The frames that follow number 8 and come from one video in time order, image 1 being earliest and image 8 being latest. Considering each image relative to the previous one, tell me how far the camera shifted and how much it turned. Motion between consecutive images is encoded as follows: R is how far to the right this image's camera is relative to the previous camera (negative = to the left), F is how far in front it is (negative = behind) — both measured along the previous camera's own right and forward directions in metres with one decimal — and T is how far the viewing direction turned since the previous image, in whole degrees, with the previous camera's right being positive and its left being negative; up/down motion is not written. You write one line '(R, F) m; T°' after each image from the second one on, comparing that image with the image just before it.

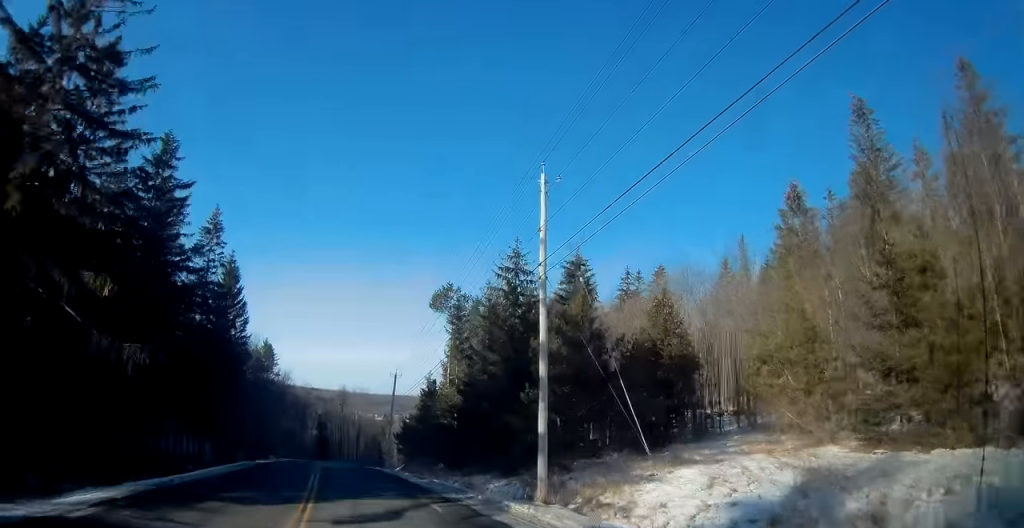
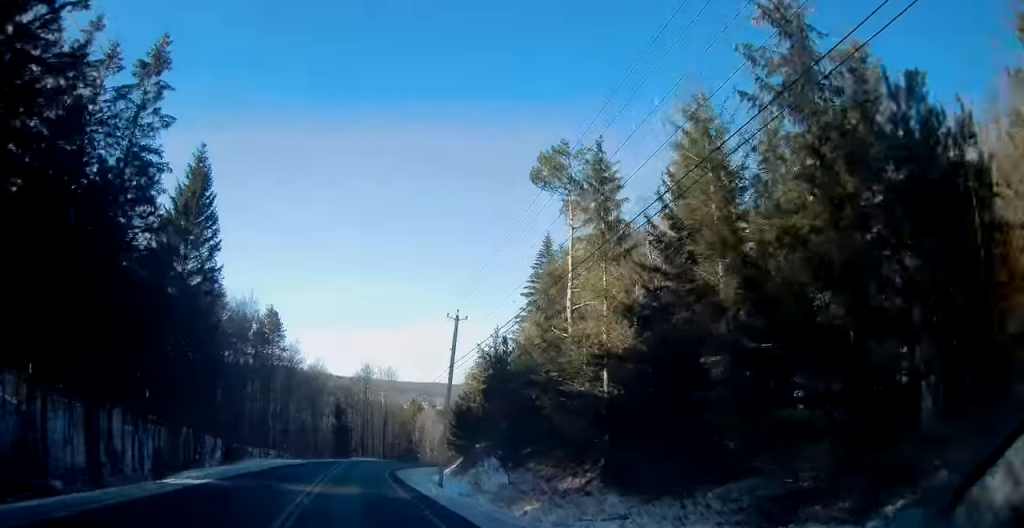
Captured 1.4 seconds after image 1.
(-0.7, +25.7) m; -2°
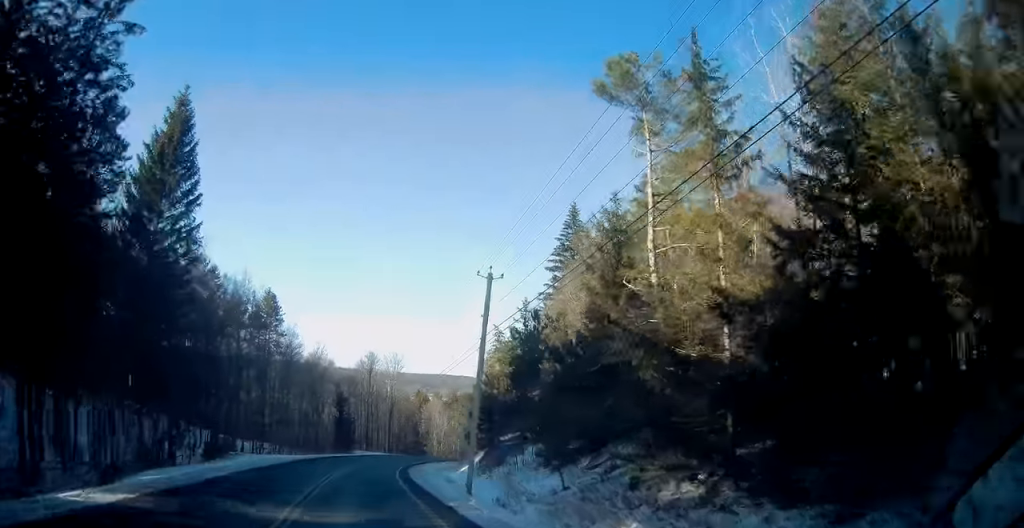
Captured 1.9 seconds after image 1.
(0.0, +7.7) m; -1°
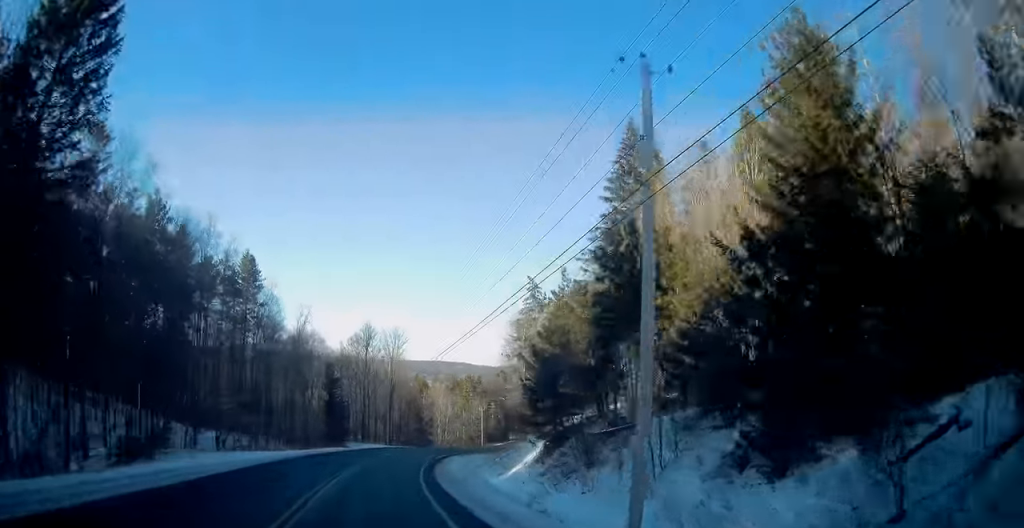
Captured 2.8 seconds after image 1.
(-0.2, +16.6) m; -1°
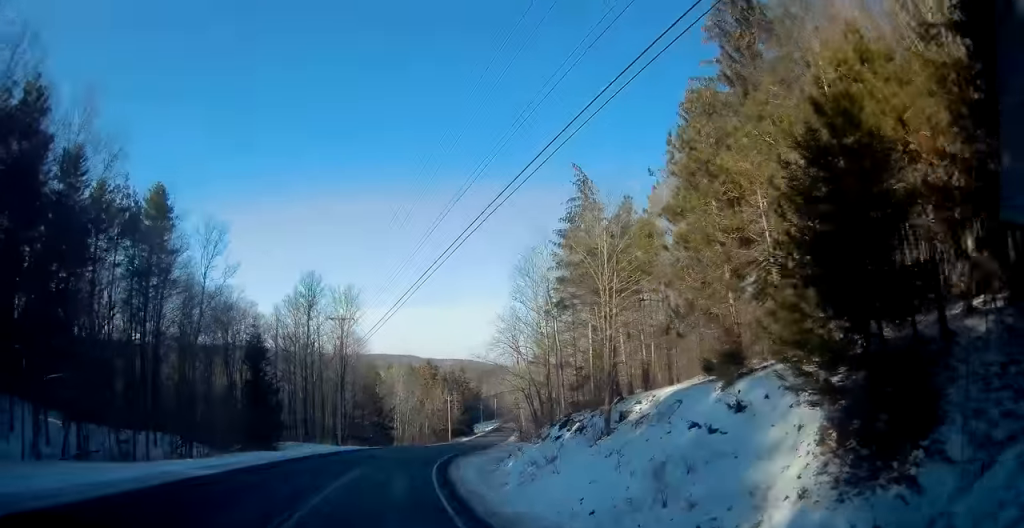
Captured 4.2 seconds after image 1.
(+0.4, +23.4) m; +5°
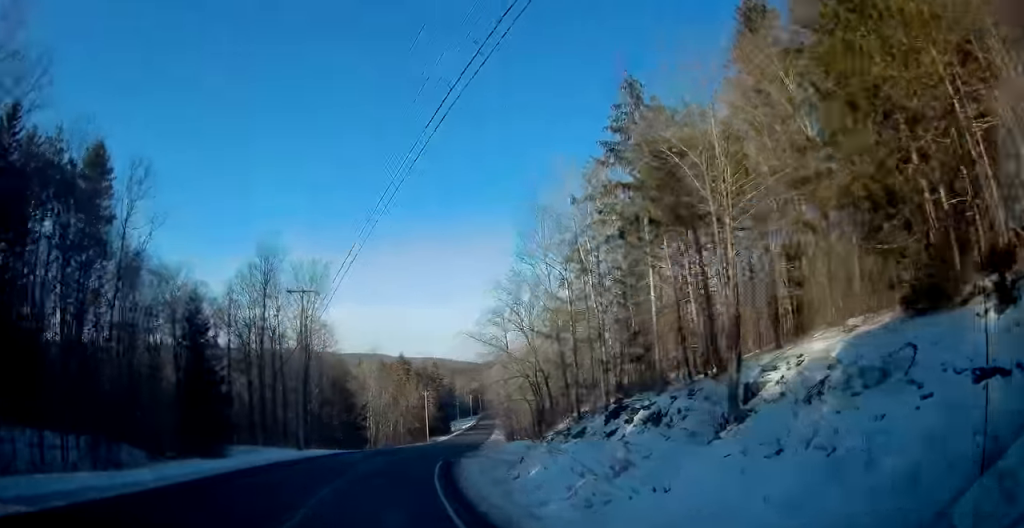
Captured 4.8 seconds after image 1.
(+0.3, +10.6) m; +3°
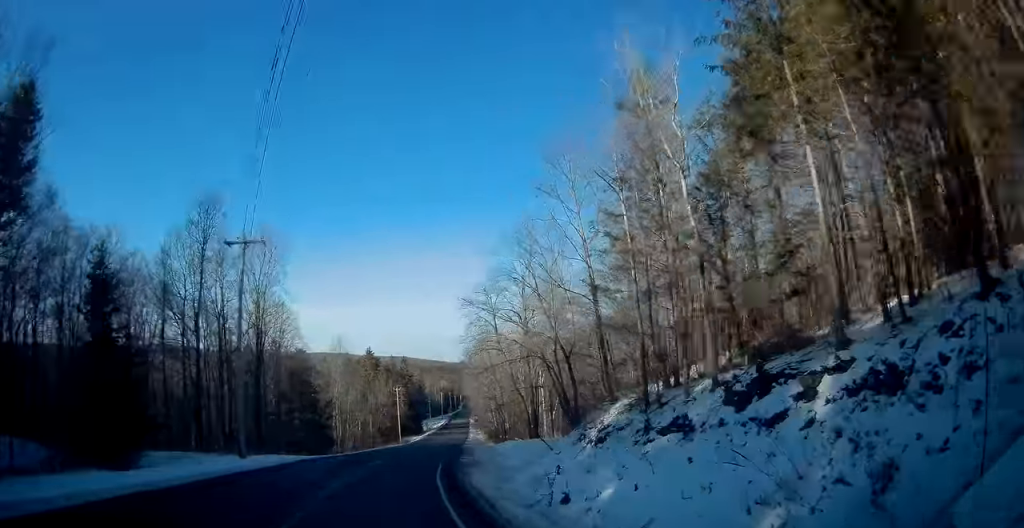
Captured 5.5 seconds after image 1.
(+0.3, +11.0) m; +2°
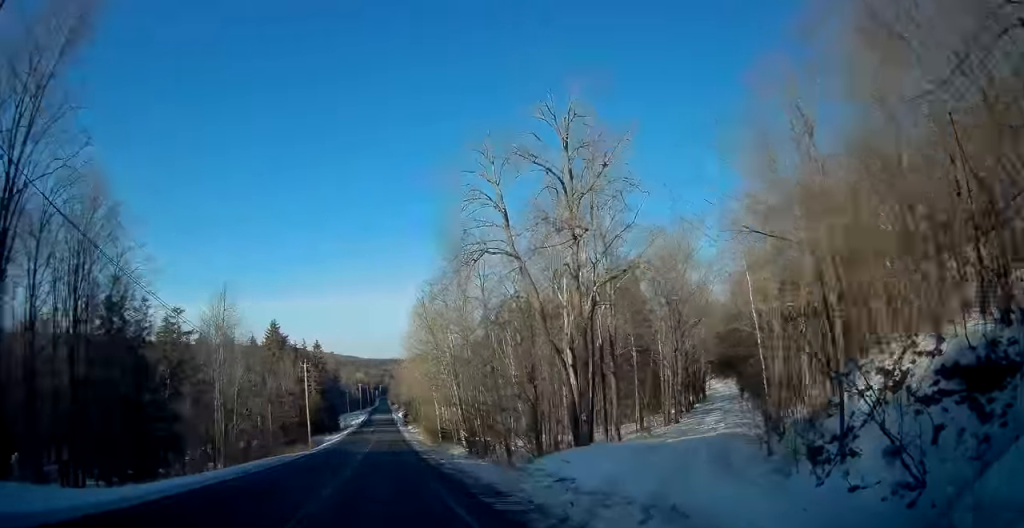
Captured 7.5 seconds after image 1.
(+2.3, +32.5) m; +8°
